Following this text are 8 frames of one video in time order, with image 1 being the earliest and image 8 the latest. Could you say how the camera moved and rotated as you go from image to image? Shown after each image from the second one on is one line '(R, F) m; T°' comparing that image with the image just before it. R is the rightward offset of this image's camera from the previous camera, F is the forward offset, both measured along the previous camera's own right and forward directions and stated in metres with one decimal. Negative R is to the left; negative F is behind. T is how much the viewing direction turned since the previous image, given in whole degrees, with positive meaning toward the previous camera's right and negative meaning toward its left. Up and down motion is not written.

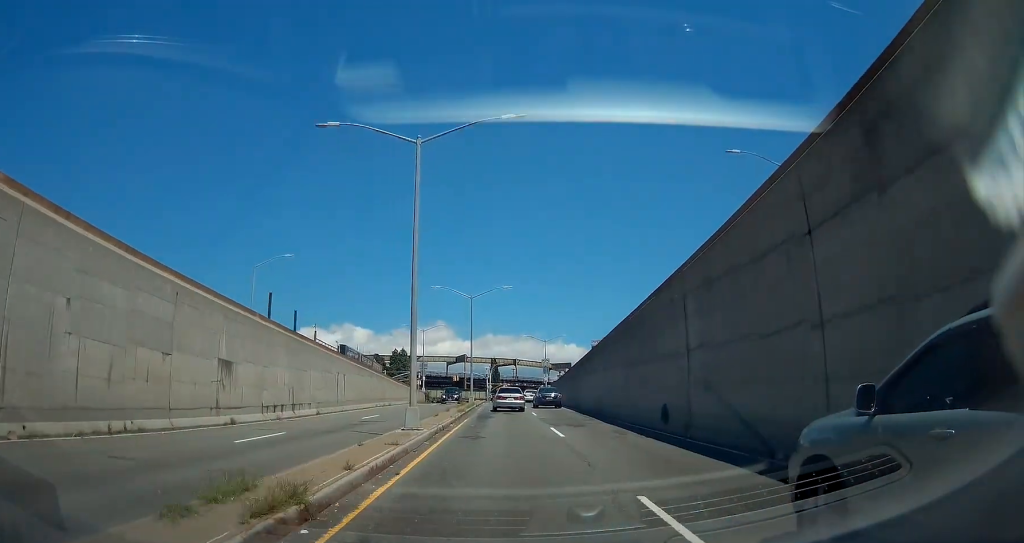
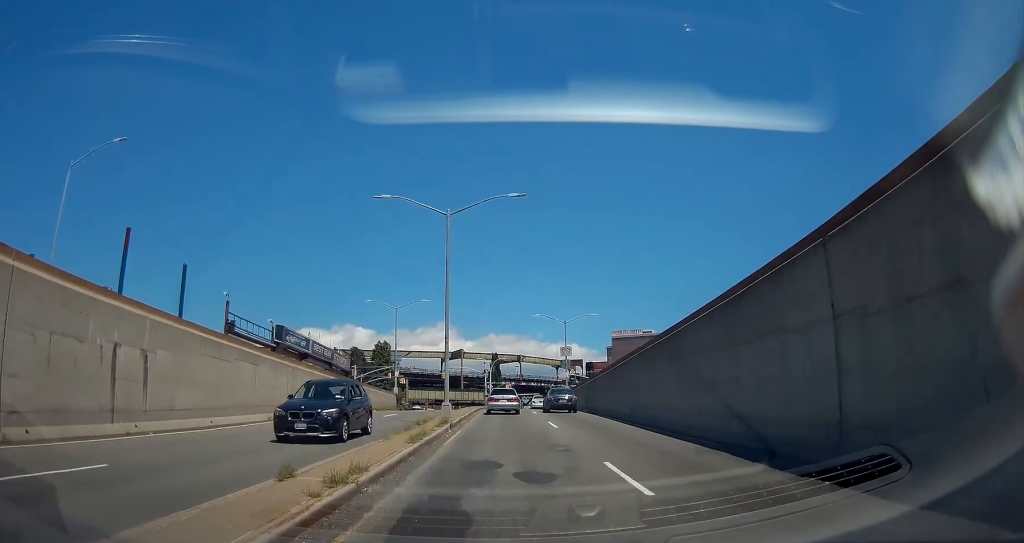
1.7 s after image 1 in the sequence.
(-0.6, +22.9) m; -2°
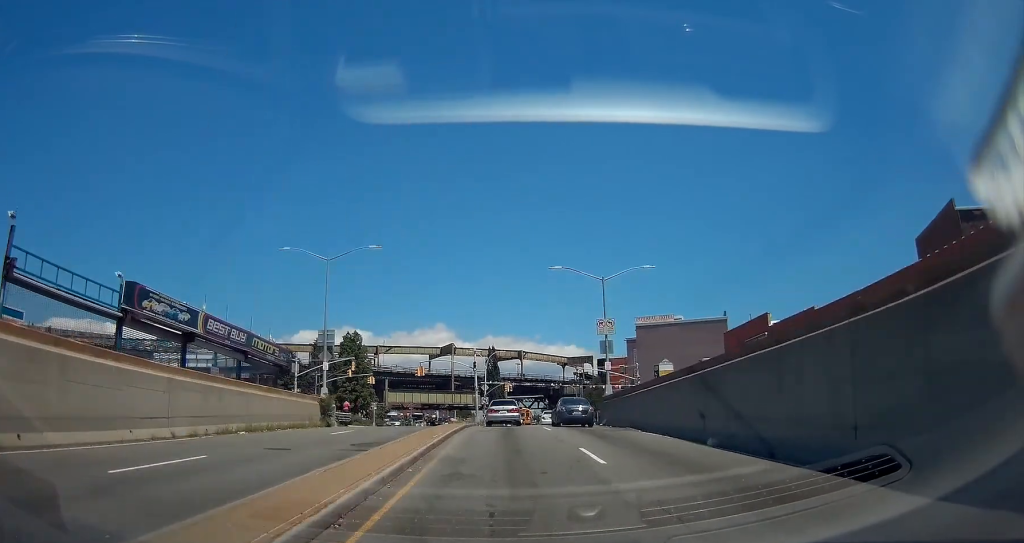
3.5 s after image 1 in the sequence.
(+0.6, +22.9) m; +2°
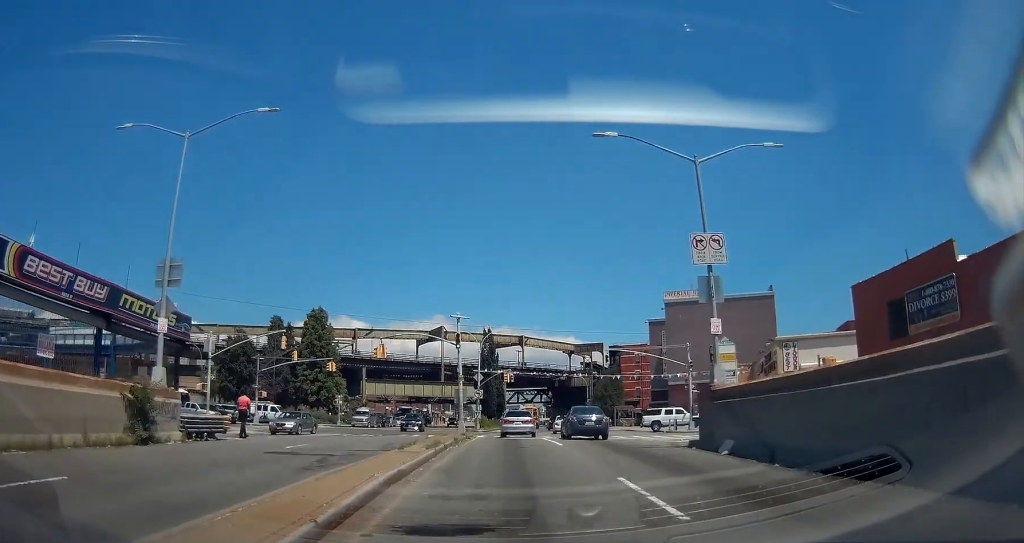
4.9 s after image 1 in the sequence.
(+0.1, +18.0) m; +2°
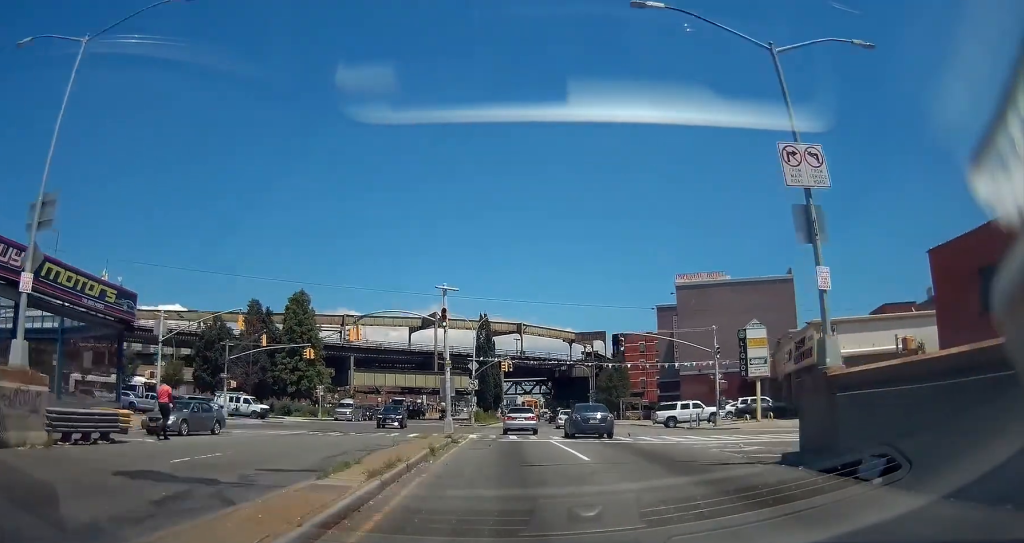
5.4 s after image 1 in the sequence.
(+0.1, +6.4) m; +1°
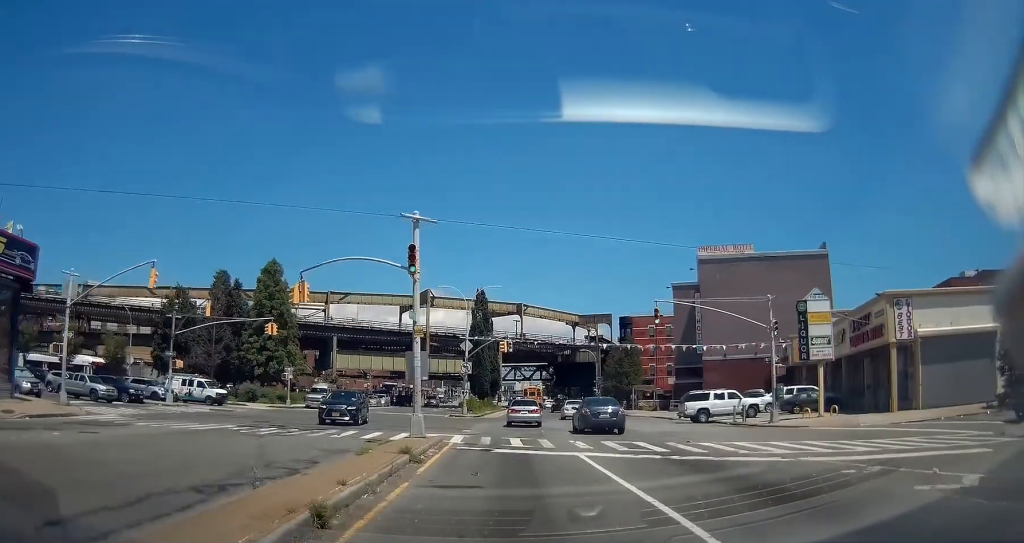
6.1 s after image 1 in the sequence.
(0.0, +8.9) m; +1°
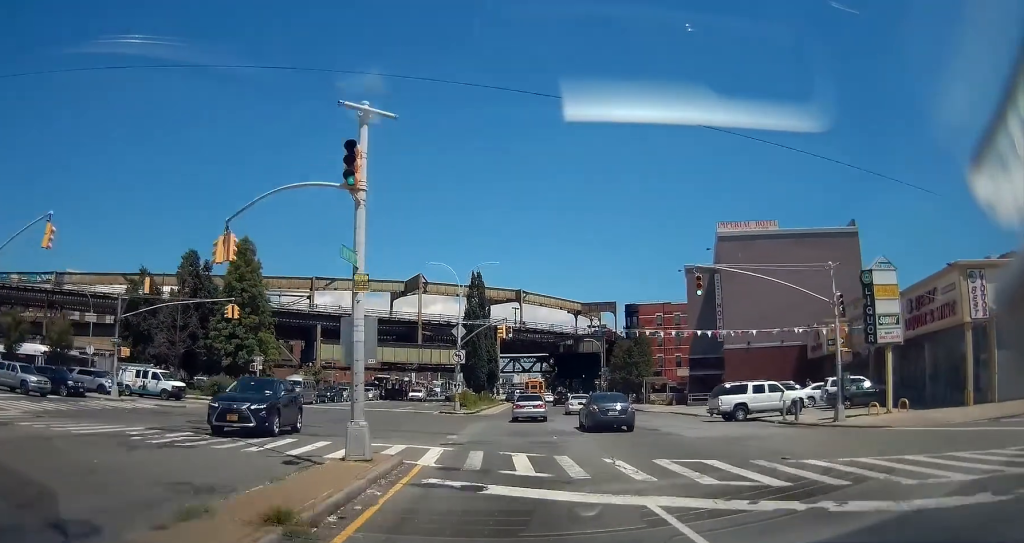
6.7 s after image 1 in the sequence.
(0.0, +6.8) m; 0°
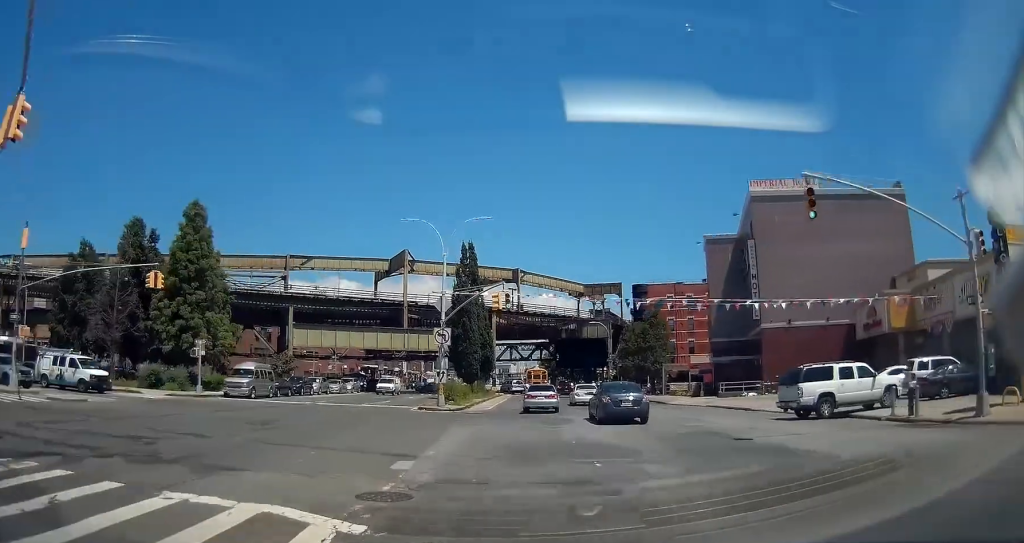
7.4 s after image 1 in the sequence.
(+0.1, +9.2) m; +1°
